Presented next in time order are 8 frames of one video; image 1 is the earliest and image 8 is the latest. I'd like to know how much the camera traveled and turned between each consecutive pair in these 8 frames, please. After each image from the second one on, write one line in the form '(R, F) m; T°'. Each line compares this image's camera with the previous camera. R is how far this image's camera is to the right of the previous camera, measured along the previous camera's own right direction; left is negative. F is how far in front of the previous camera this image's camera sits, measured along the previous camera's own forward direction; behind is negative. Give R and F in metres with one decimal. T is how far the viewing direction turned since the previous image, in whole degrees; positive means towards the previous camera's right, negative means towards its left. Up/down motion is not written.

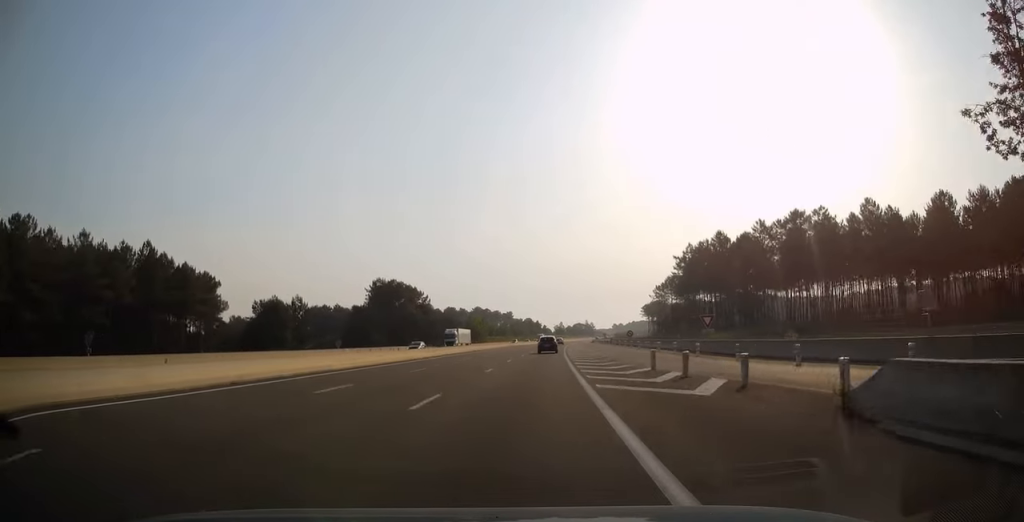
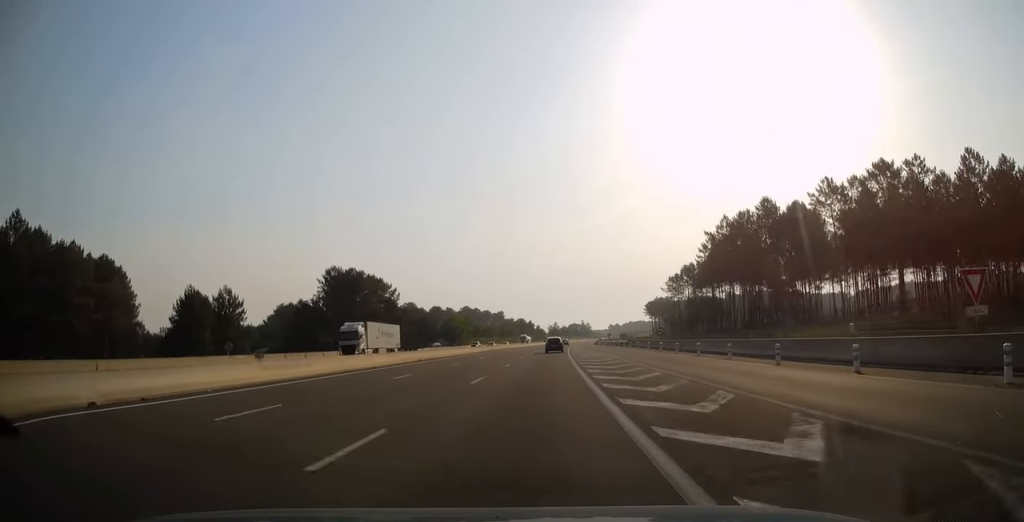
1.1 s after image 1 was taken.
(+0.1, +31.6) m; +1°
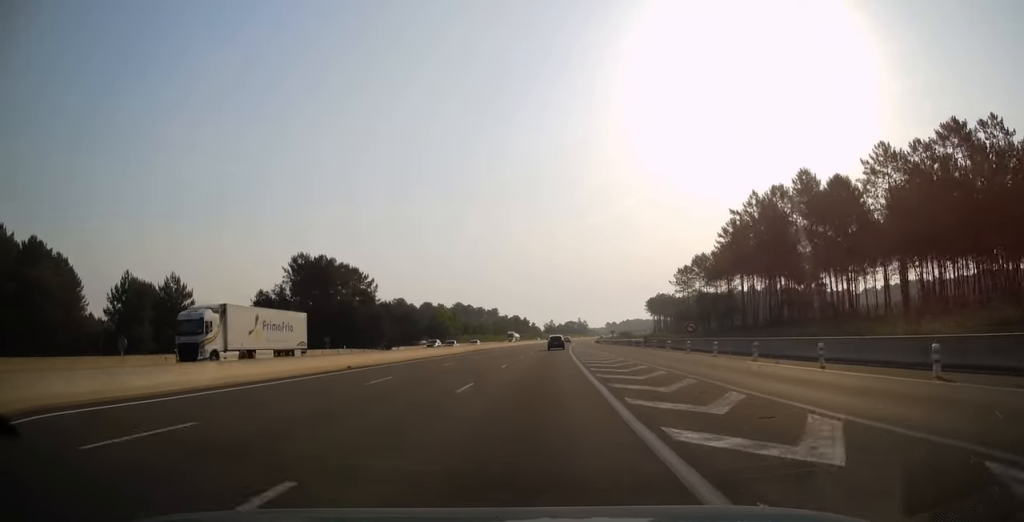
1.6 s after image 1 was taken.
(+0.1, +16.8) m; 0°
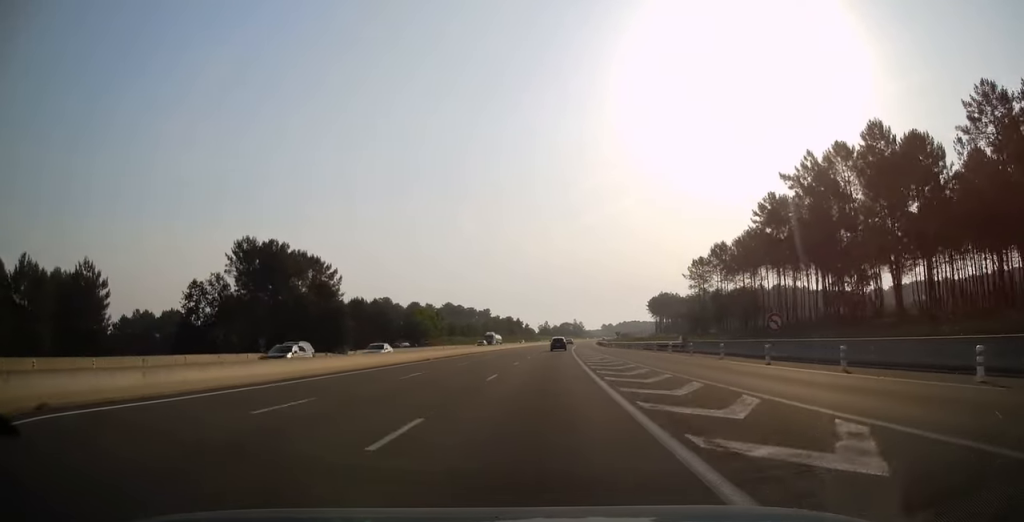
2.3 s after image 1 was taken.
(+0.2, +21.2) m; 0°
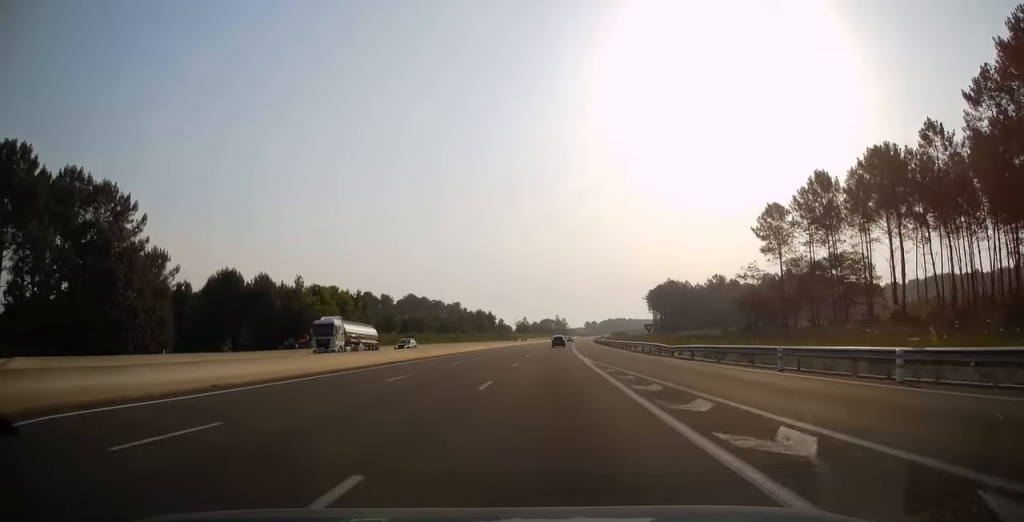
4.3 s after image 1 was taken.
(+0.9, +56.7) m; +2°
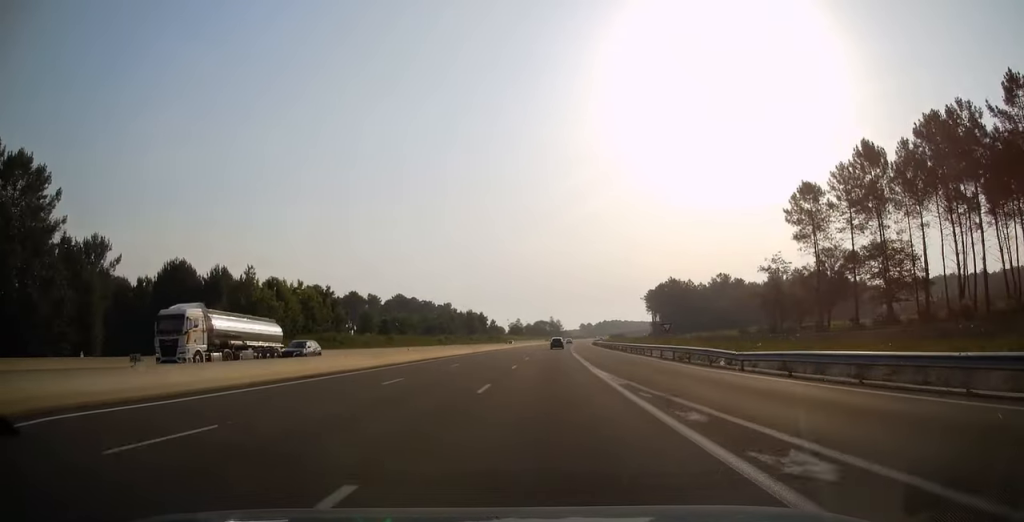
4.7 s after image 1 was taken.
(-0.1, +13.3) m; 0°
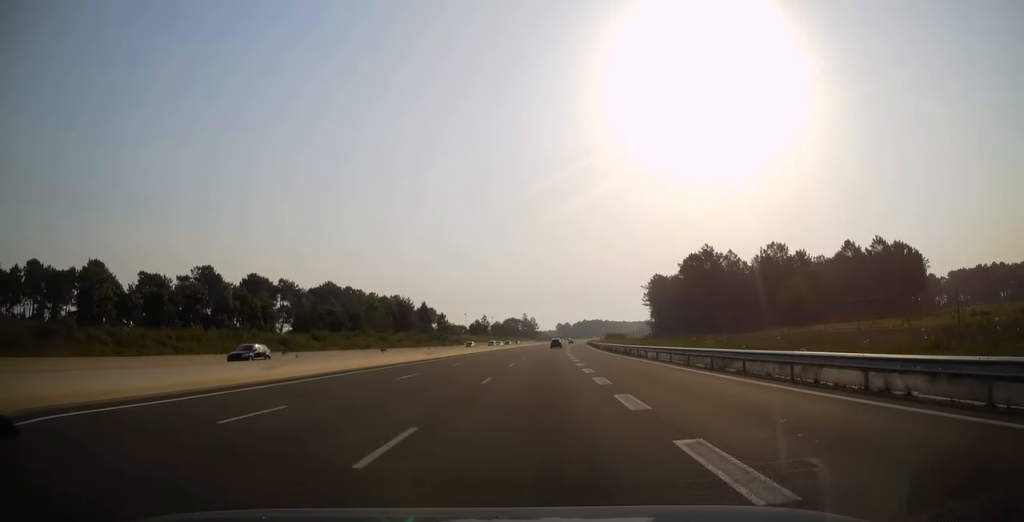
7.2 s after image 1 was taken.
(+2.1, +74.5) m; +2°
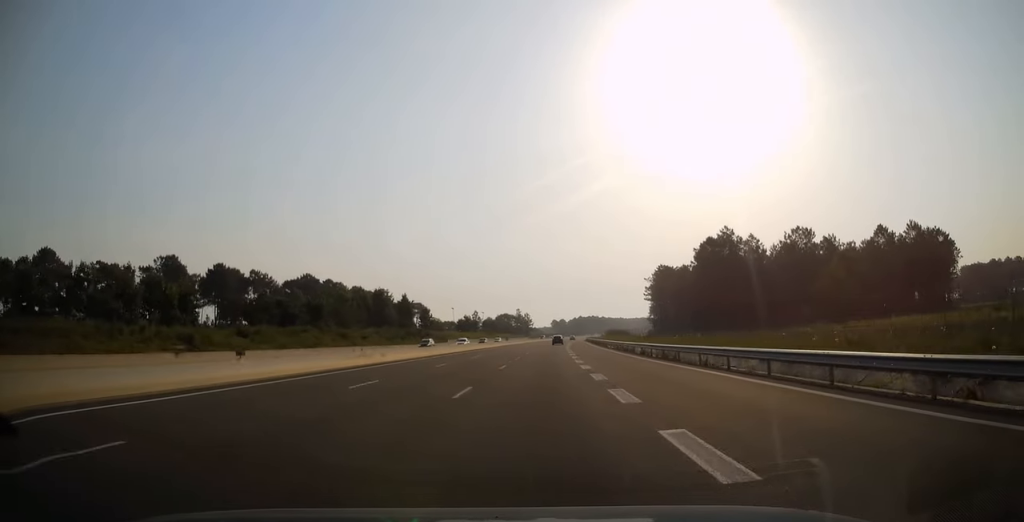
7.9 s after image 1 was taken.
(0.0, +18.8) m; +1°
